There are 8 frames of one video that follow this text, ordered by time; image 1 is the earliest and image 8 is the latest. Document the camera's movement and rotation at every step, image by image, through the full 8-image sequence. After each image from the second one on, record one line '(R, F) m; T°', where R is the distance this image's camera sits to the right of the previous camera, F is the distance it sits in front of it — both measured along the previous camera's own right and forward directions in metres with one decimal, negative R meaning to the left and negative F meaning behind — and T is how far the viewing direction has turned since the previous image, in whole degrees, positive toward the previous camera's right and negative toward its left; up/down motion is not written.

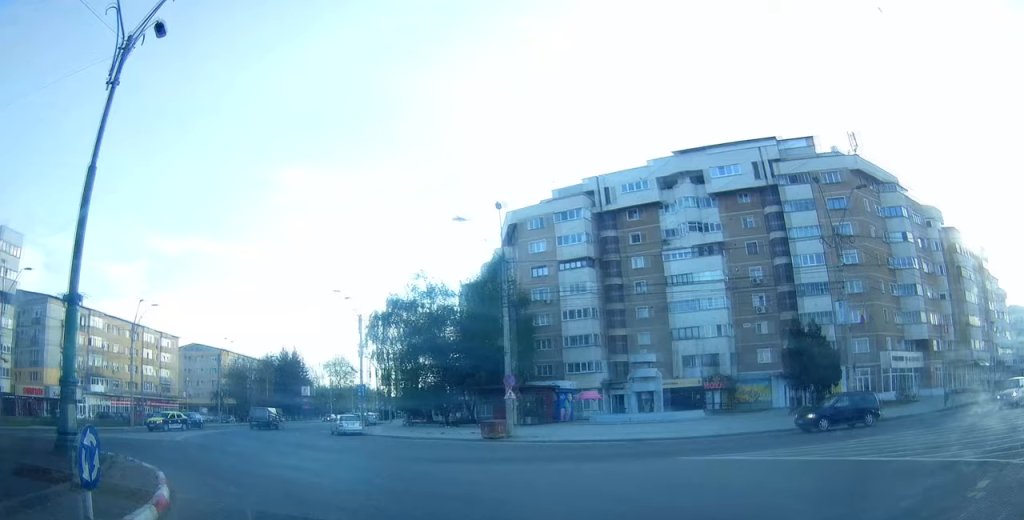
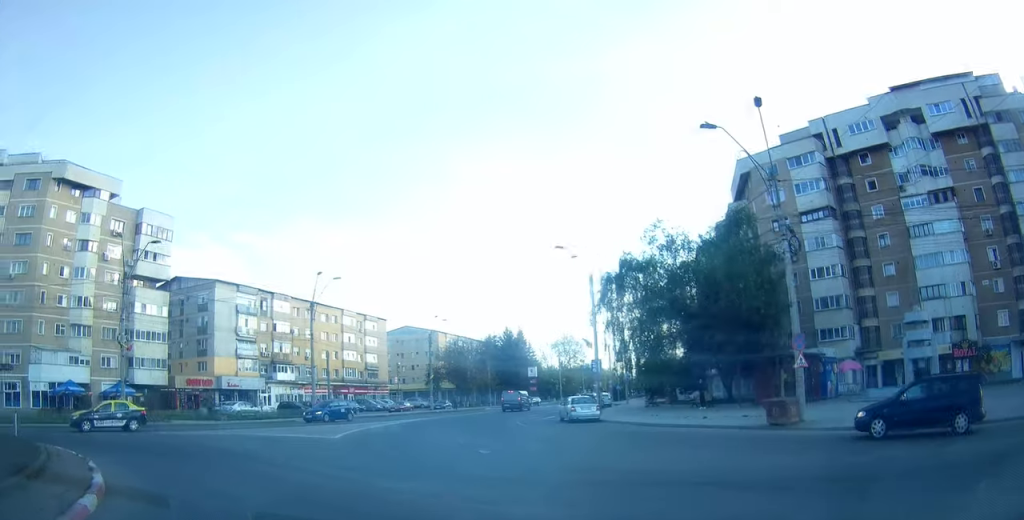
(-1.0, +9.6) m; -16°
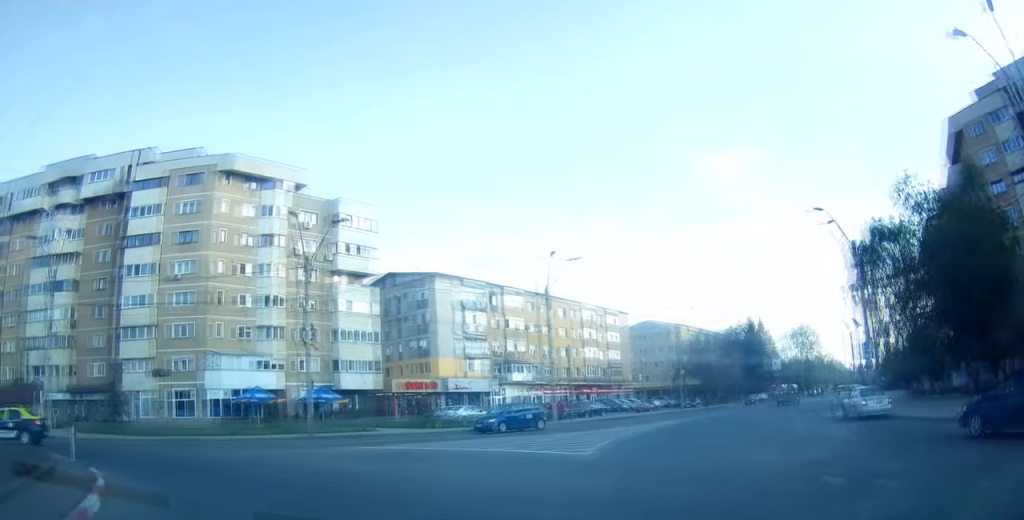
(-1.0, +7.2) m; -18°
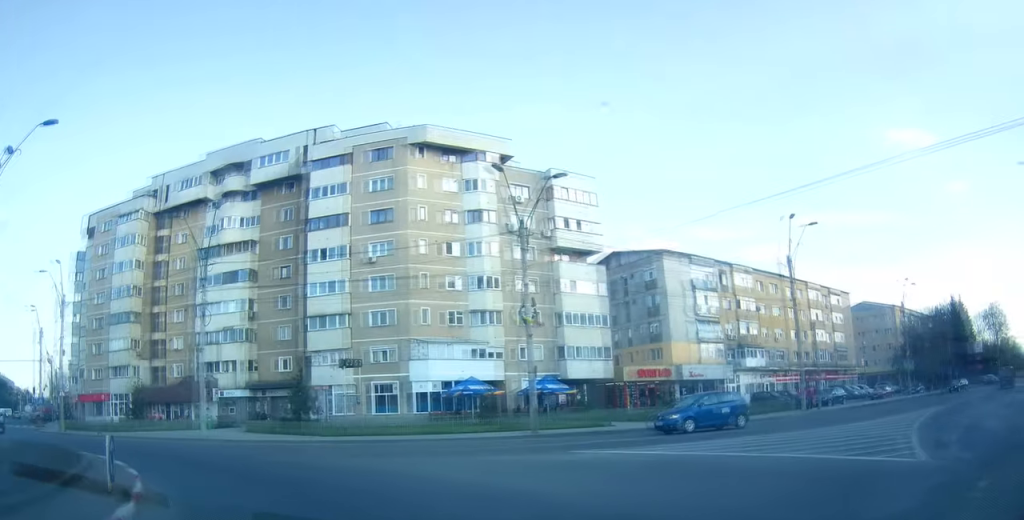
(-0.9, +5.8) m; -21°
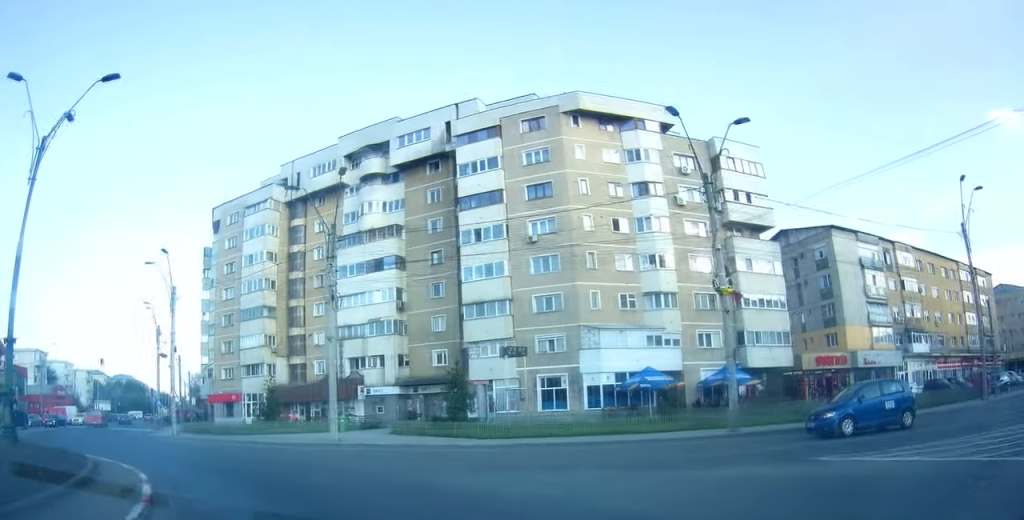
(-0.9, +4.7) m; -17°
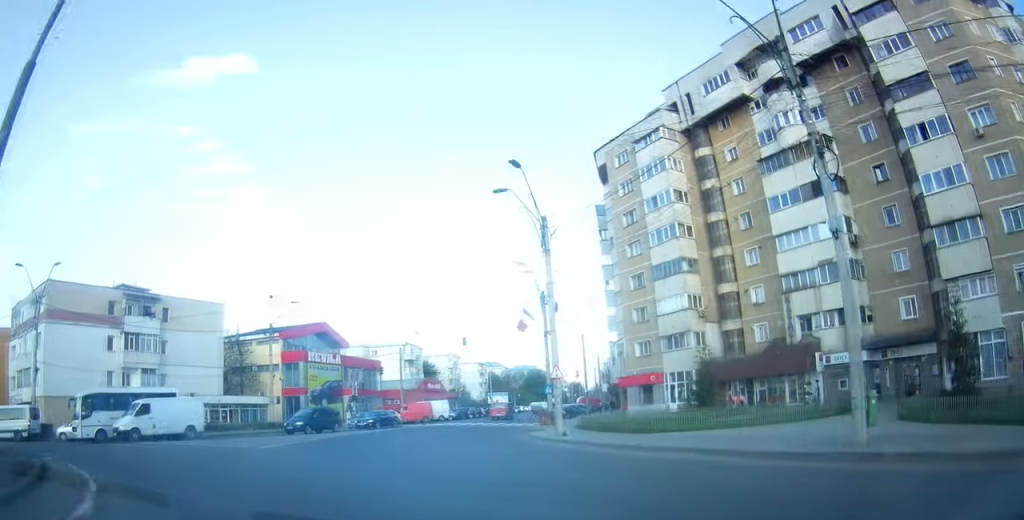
(-3.8, +12.4) m; -36°
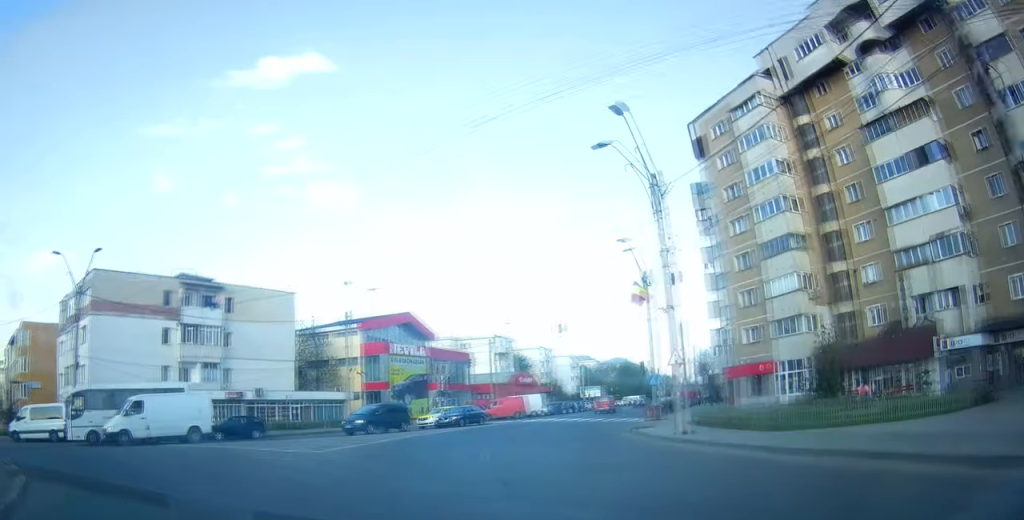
(-0.7, +4.1) m; -15°
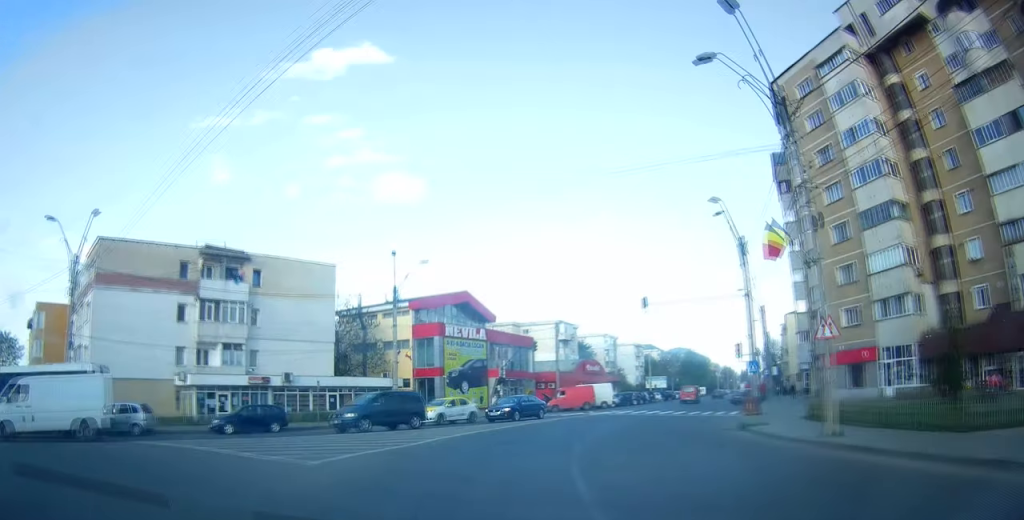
(-1.0, +5.8) m; -17°
